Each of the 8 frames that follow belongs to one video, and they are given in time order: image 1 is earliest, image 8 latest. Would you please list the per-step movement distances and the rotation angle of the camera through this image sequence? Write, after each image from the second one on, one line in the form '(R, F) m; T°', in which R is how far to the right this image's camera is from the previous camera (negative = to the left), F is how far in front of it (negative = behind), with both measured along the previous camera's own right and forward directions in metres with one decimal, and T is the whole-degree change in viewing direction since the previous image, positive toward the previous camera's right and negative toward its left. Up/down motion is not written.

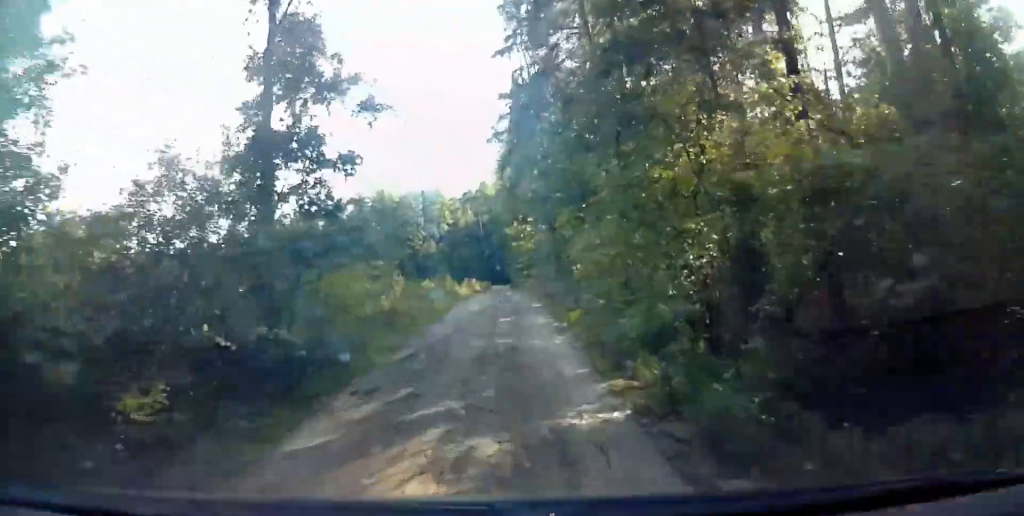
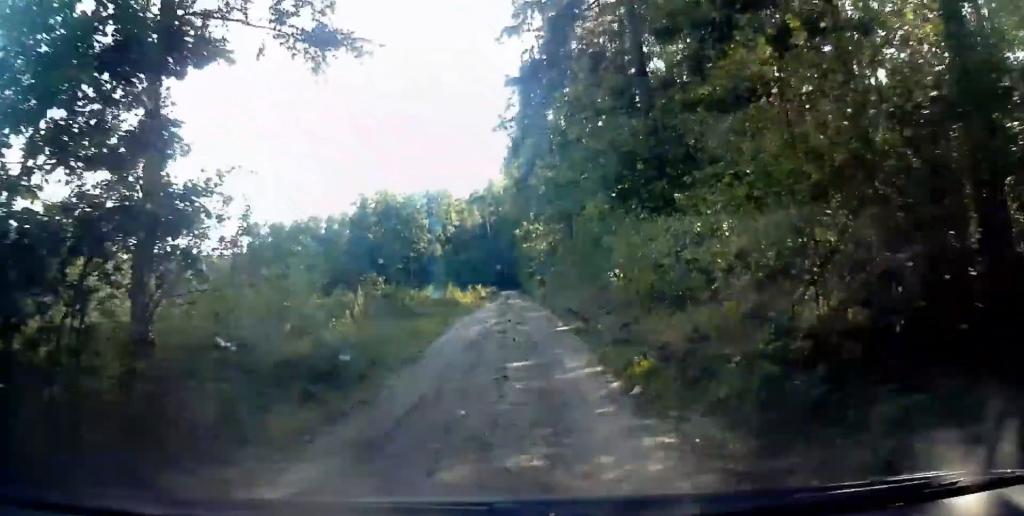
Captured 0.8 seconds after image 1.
(0.0, +7.8) m; 0°
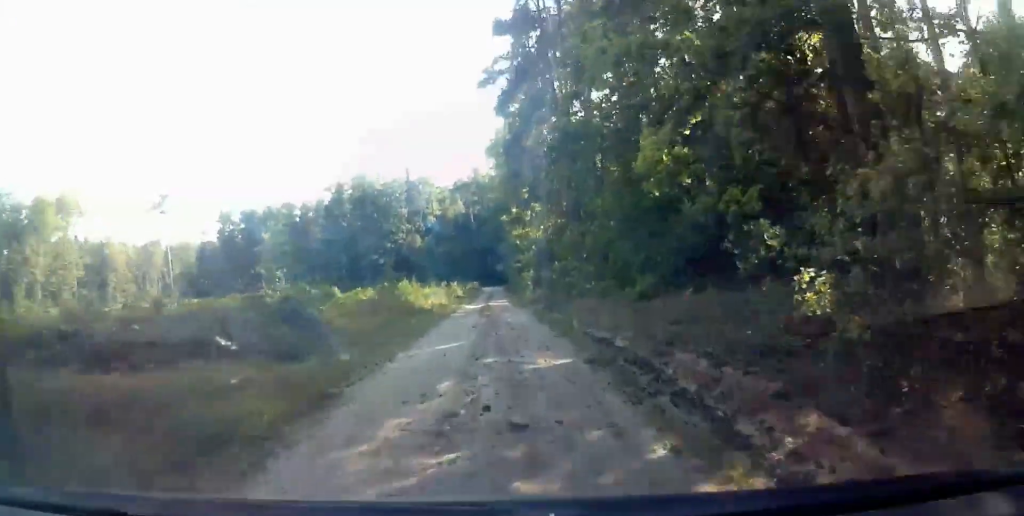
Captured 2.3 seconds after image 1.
(+0.3, +14.3) m; 0°
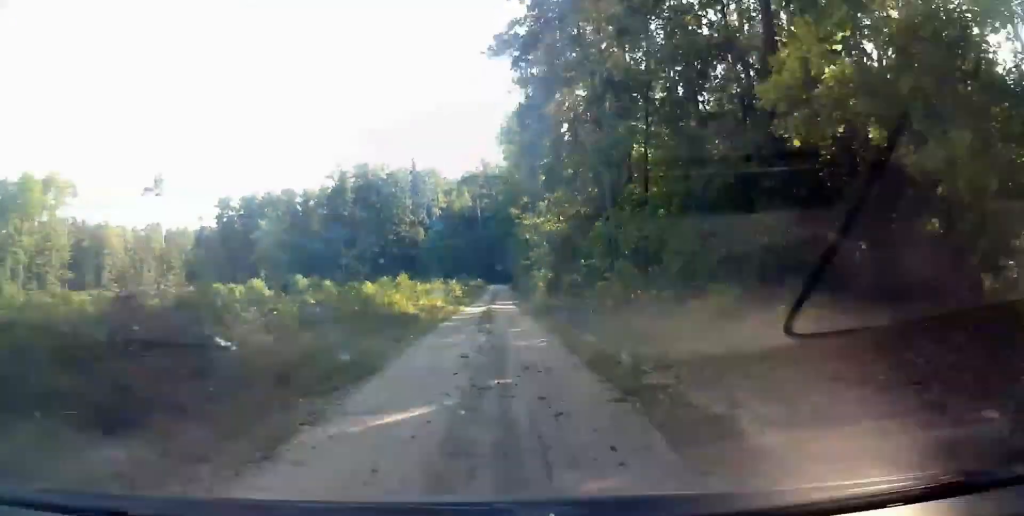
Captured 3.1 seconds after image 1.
(-0.2, +7.7) m; -1°
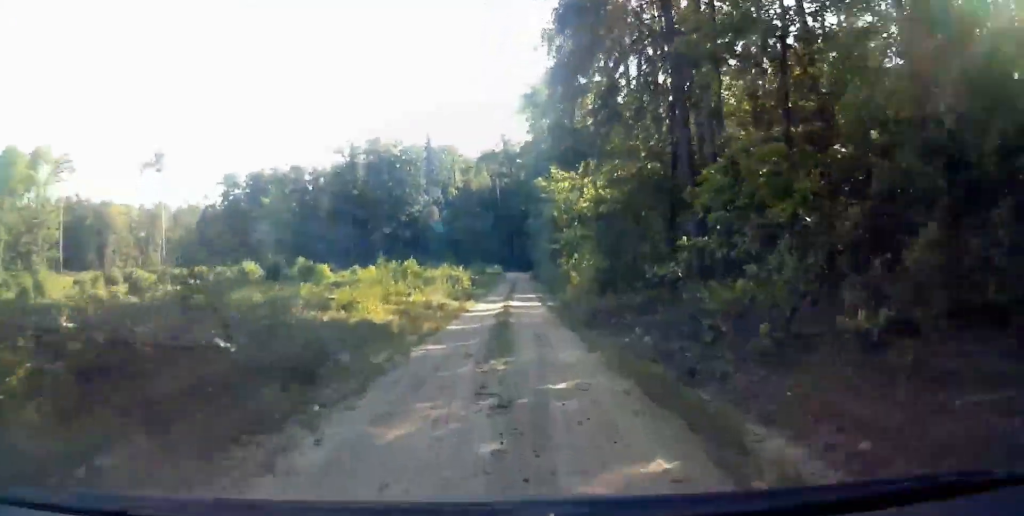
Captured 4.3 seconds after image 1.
(0.0, +11.2) m; 0°
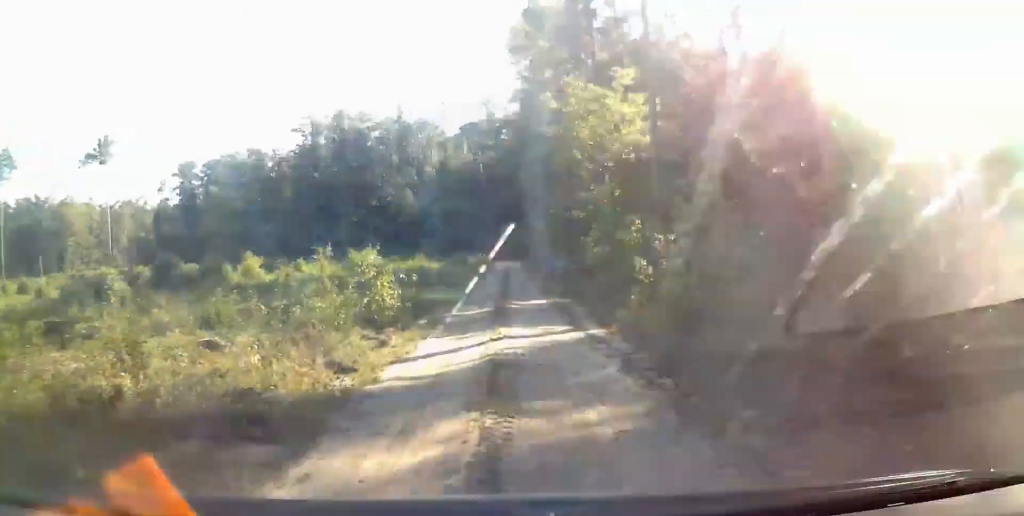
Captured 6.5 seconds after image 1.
(+0.3, +21.7) m; 0°
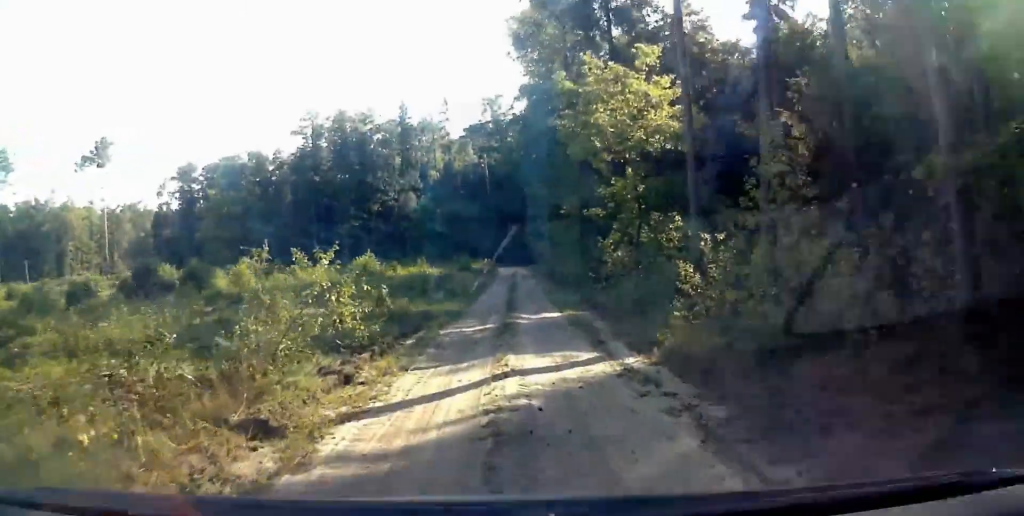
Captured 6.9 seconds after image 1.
(-0.1, +3.9) m; -1°
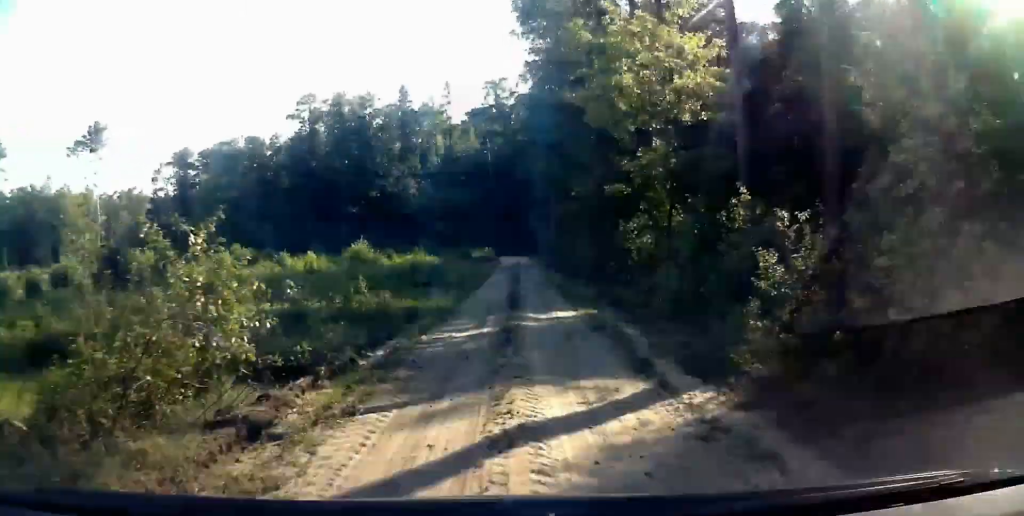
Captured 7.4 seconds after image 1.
(-0.1, +4.2) m; -1°
